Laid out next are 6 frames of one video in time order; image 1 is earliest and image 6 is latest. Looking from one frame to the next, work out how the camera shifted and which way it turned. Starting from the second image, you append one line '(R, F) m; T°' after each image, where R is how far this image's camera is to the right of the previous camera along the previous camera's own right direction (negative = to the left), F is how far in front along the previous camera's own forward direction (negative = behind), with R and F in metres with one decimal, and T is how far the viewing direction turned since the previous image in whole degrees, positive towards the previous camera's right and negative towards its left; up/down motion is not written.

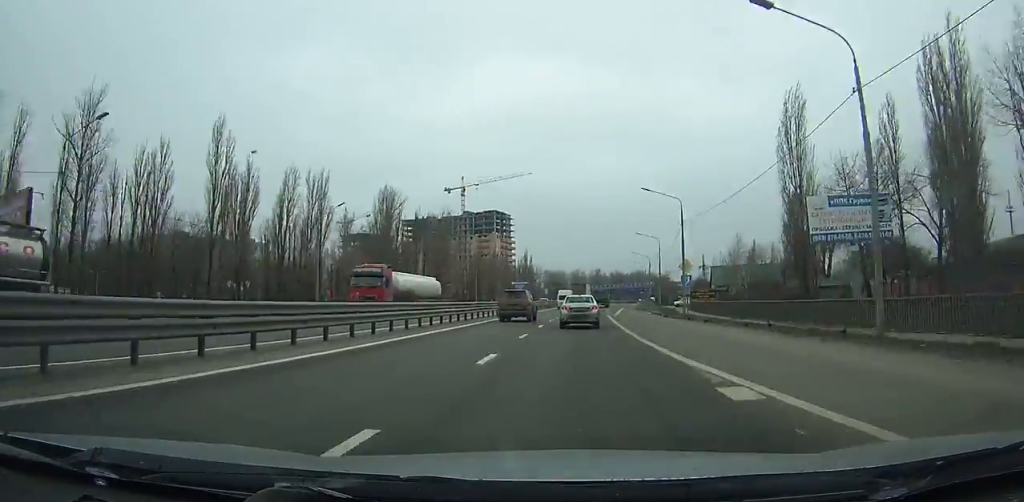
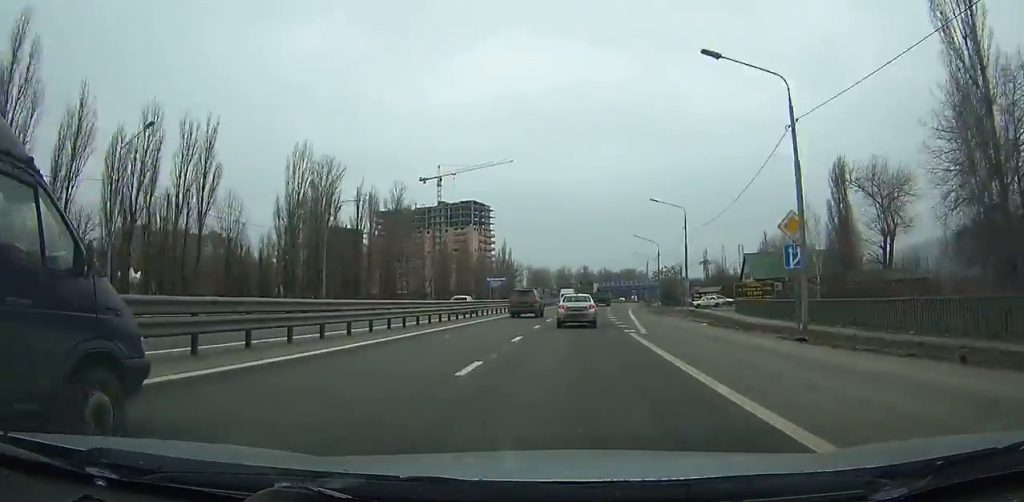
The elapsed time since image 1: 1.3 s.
(-0.2, +26.1) m; +1°
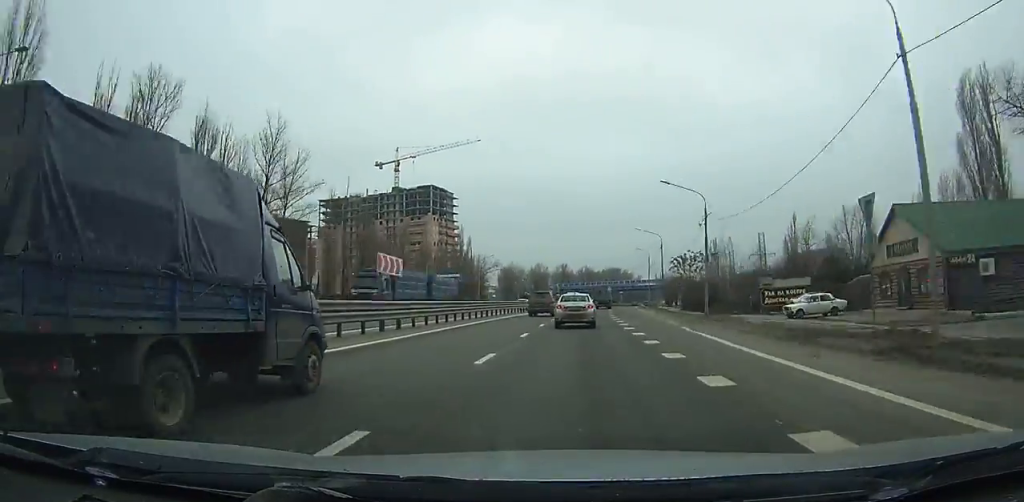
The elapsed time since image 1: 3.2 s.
(+1.2, +38.4) m; +2°
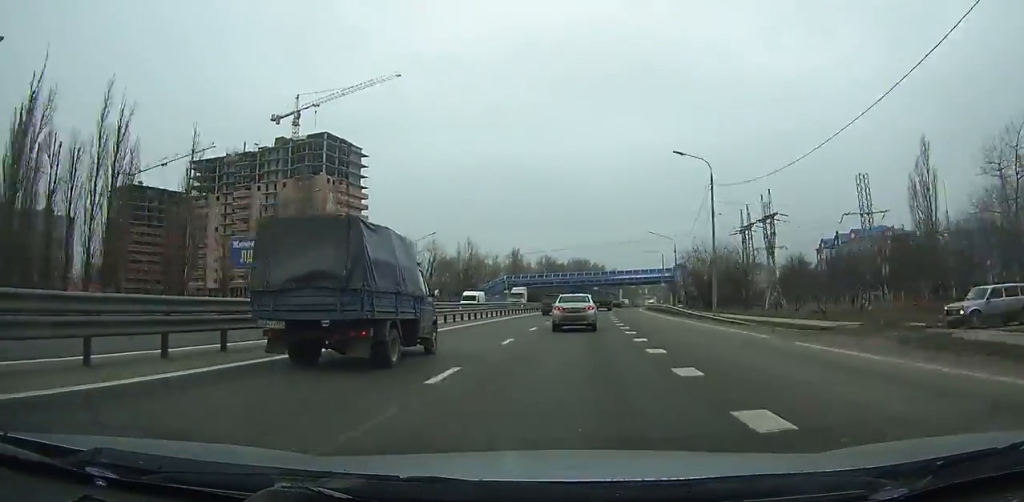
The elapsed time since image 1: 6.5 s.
(+2.5, +66.4) m; +4°
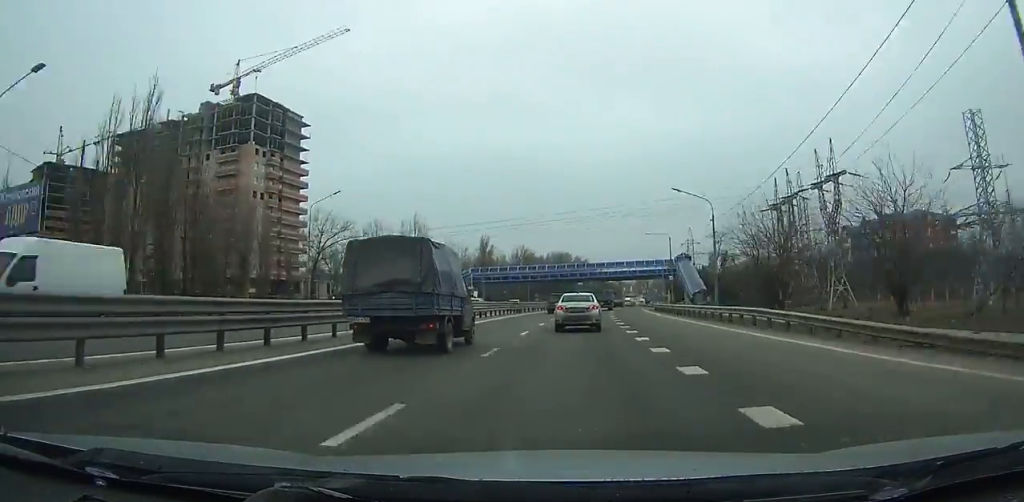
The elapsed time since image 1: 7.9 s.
(+0.2, +28.0) m; +2°
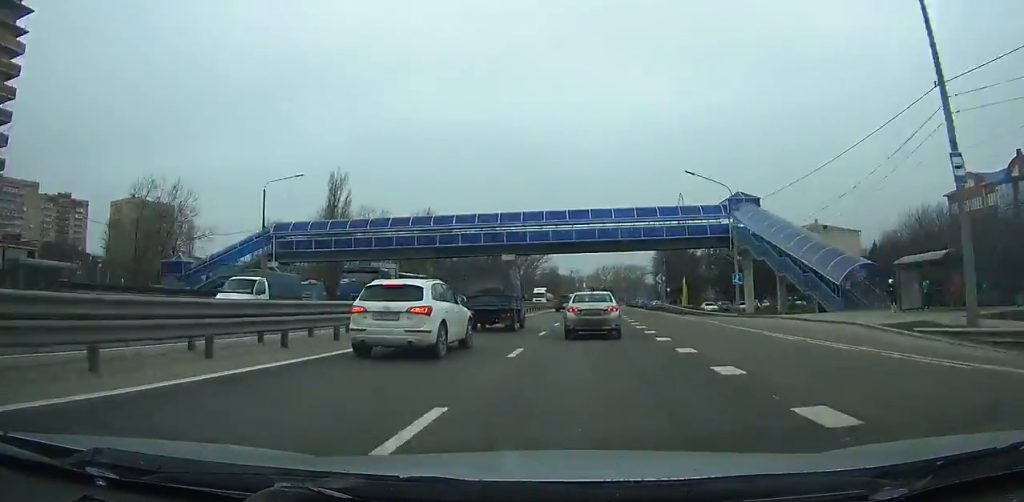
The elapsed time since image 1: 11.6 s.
(+3.1, +71.4) m; +5°
